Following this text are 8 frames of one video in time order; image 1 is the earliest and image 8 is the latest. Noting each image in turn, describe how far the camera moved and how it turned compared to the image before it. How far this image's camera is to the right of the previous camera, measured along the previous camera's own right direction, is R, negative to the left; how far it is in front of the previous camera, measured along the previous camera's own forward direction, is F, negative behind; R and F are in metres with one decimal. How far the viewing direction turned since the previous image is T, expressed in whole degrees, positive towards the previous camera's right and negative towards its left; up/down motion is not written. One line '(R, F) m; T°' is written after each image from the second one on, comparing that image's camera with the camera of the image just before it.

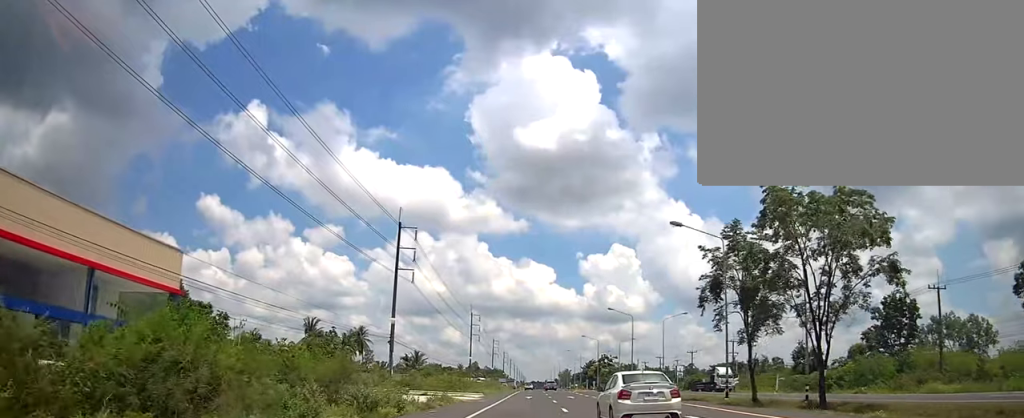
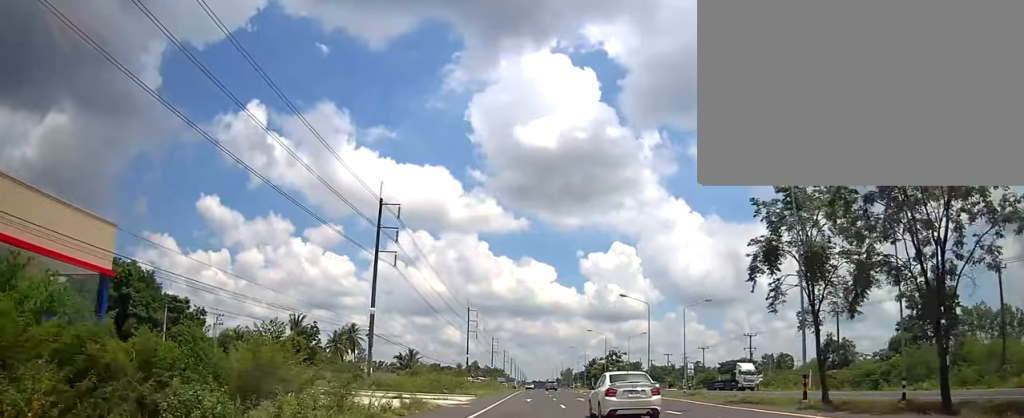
(+0.1, +9.0) m; 0°
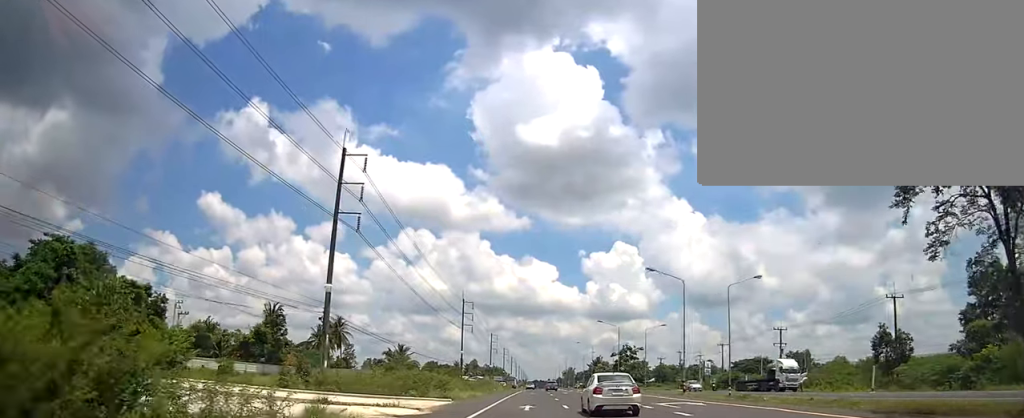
(+0.1, +13.1) m; 0°
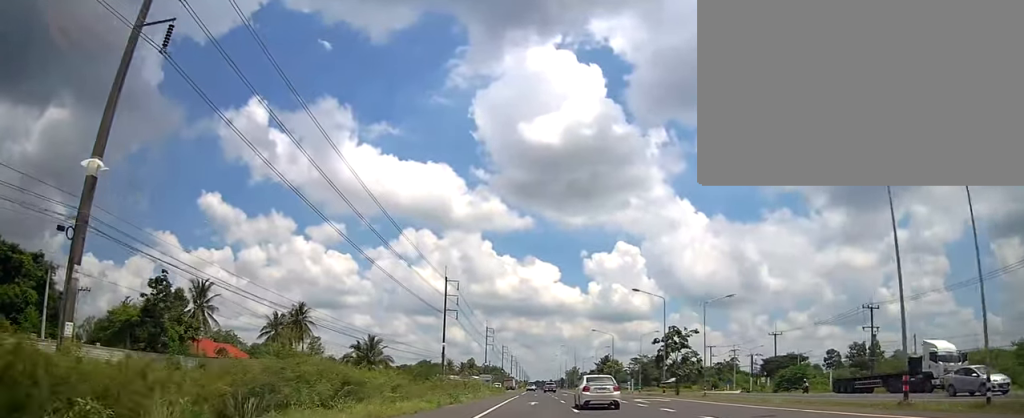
(-0.4, +27.5) m; 0°
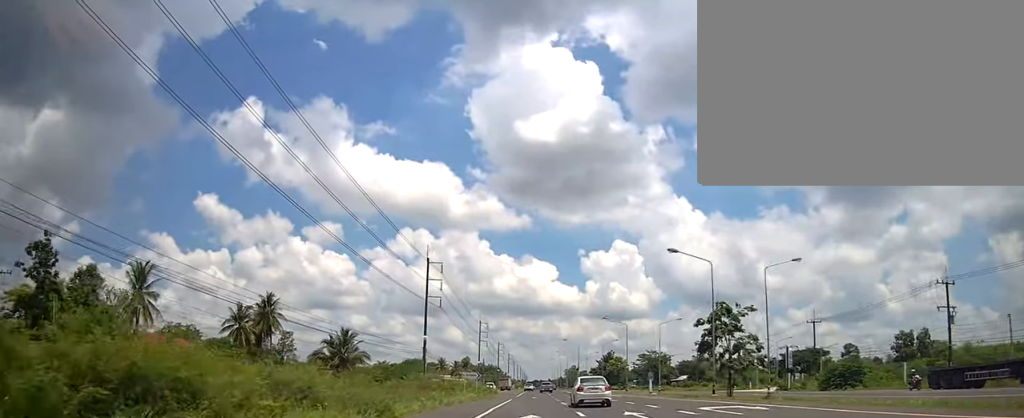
(-0.1, +15.1) m; +1°
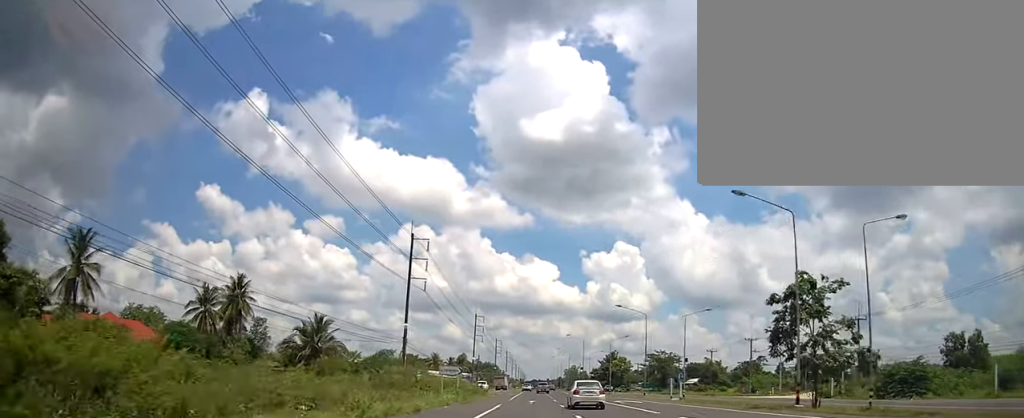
(+0.4, +12.4) m; 0°
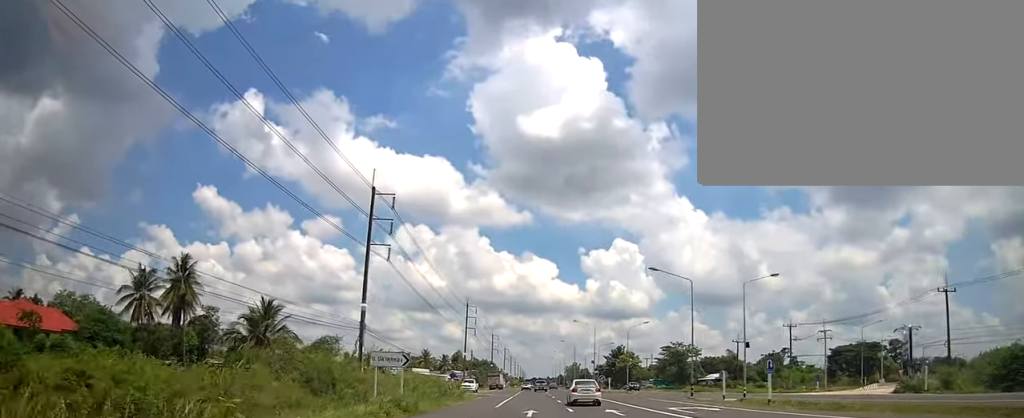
(0.0, +17.7) m; 0°
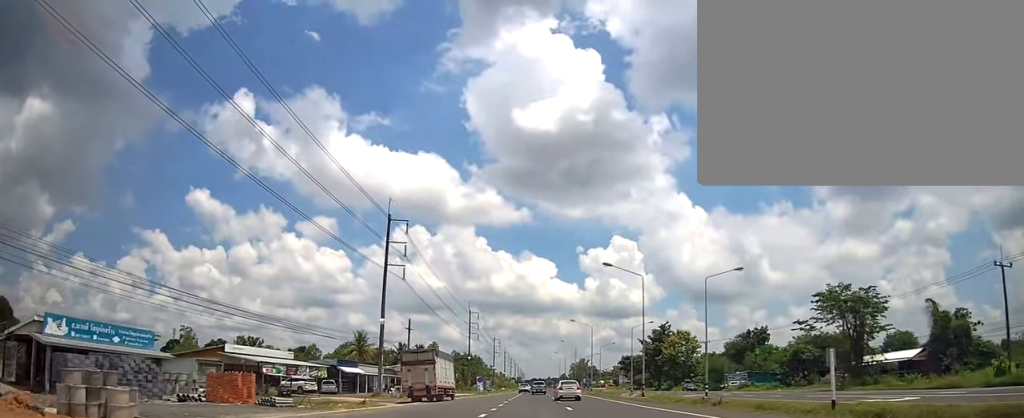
(+0.1, +72.5) m; +2°
